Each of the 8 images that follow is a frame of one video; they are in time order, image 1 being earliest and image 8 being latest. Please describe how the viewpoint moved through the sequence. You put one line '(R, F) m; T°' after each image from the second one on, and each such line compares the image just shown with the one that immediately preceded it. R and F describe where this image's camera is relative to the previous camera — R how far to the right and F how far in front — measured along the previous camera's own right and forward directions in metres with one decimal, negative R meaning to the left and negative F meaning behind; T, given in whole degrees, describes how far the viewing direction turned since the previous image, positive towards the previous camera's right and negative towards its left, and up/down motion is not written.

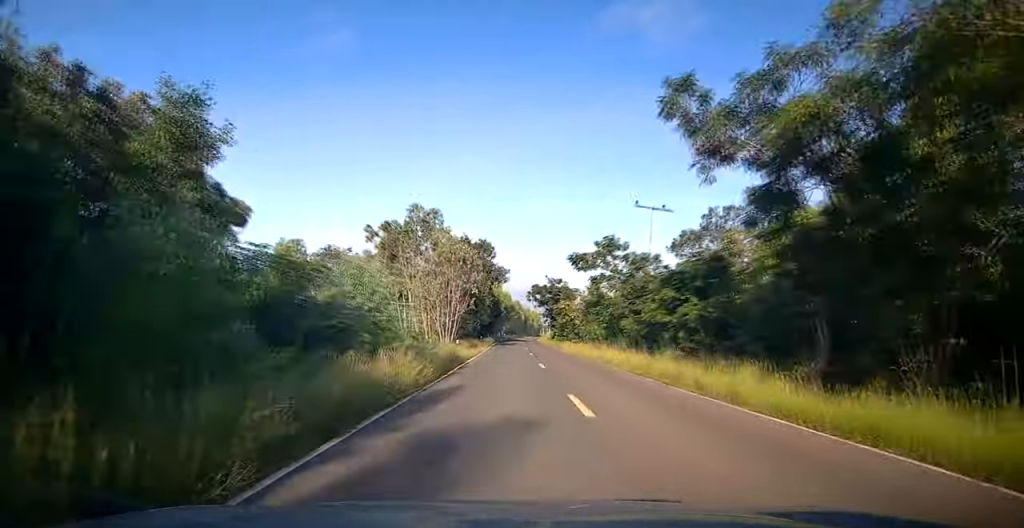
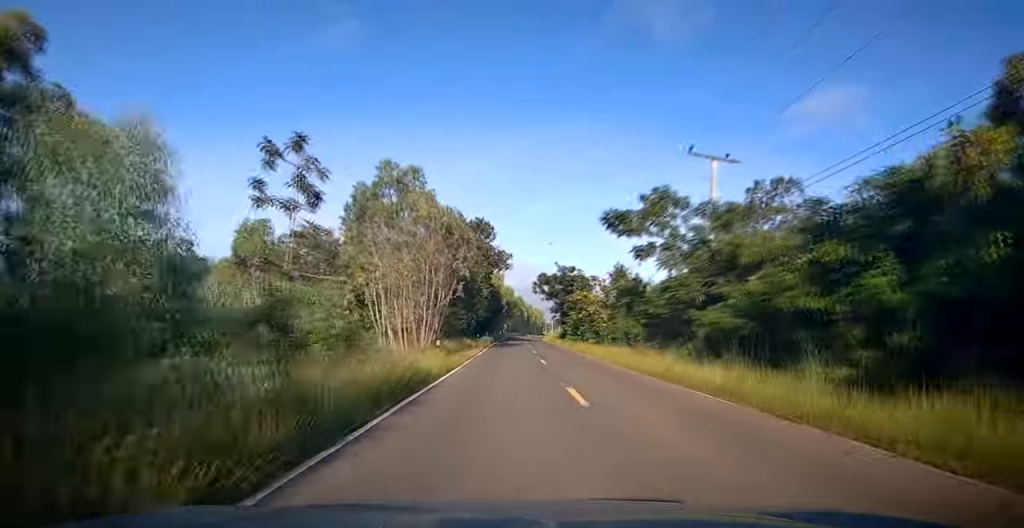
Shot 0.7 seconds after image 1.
(0.0, +10.7) m; -1°
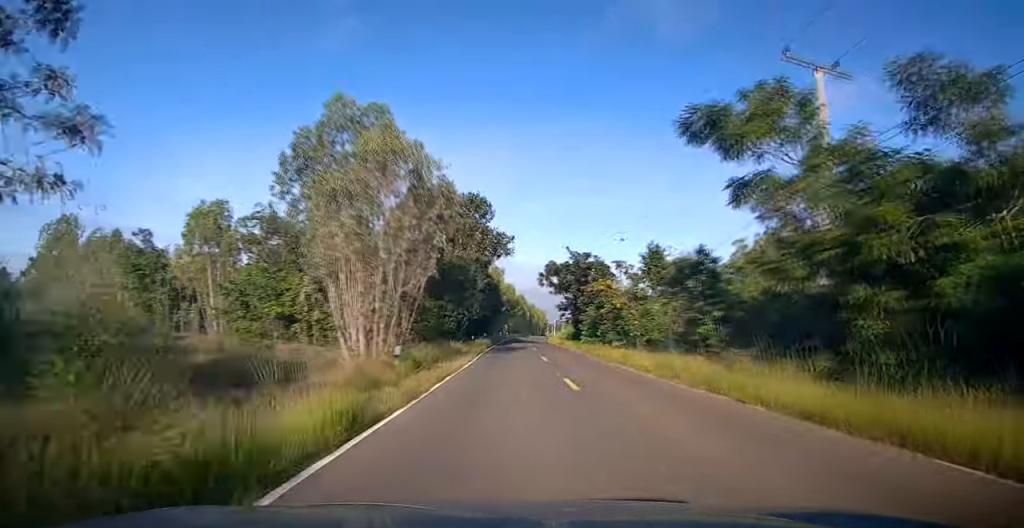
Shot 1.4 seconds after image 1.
(-0.1, +9.8) m; -1°
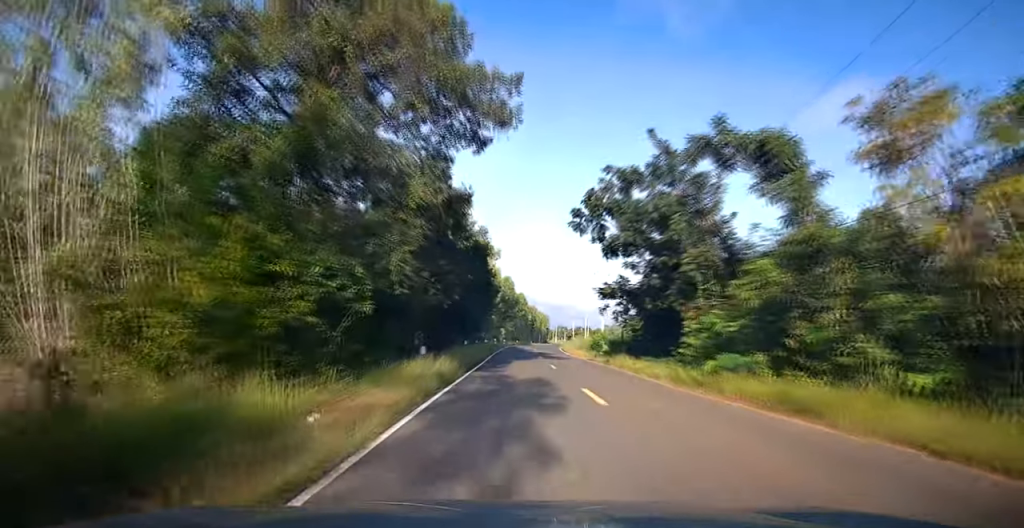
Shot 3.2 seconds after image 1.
(0.0, +26.3) m; +1°
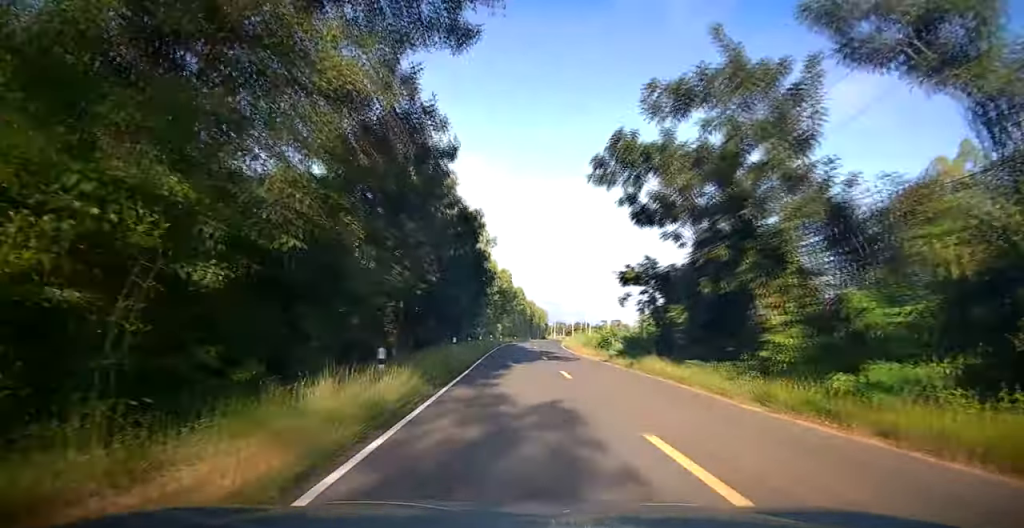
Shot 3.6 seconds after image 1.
(0.0, +6.3) m; 0°
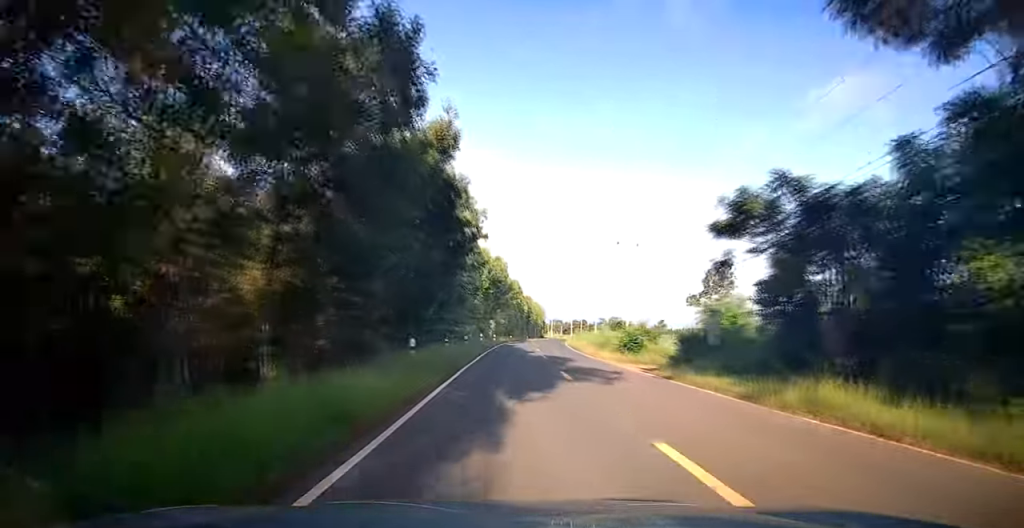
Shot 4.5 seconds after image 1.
(0.0, +12.5) m; 0°
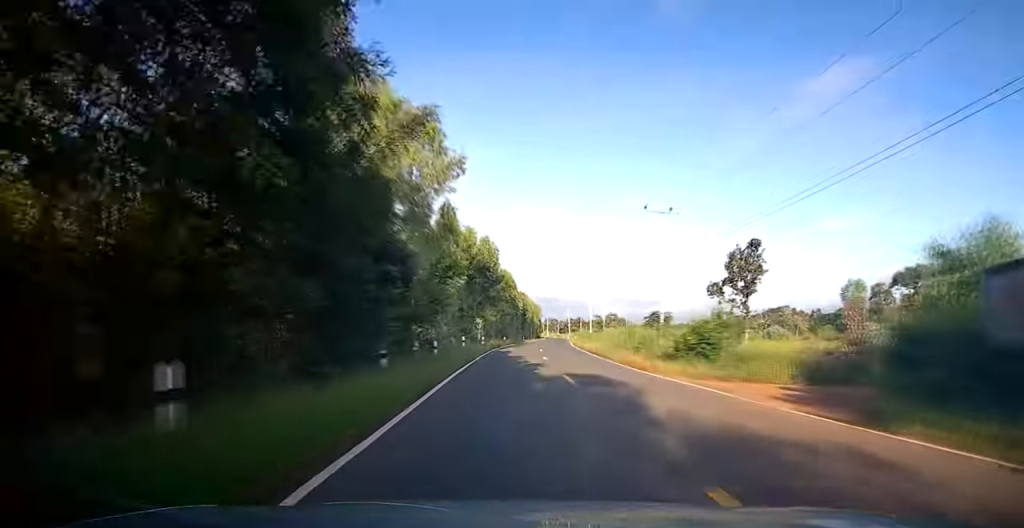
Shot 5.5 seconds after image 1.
(0.0, +13.9) m; 0°
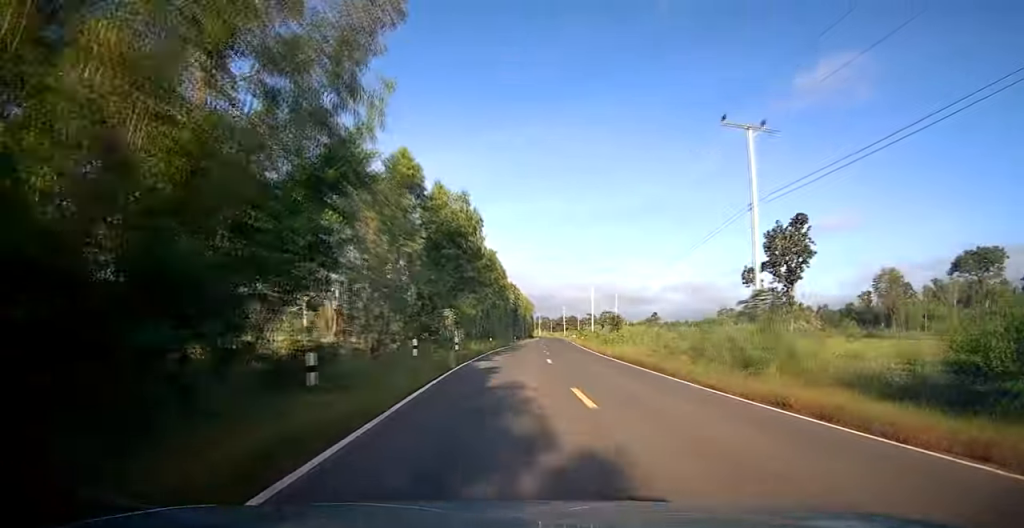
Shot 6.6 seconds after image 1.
(+0.1, +16.2) m; +1°
